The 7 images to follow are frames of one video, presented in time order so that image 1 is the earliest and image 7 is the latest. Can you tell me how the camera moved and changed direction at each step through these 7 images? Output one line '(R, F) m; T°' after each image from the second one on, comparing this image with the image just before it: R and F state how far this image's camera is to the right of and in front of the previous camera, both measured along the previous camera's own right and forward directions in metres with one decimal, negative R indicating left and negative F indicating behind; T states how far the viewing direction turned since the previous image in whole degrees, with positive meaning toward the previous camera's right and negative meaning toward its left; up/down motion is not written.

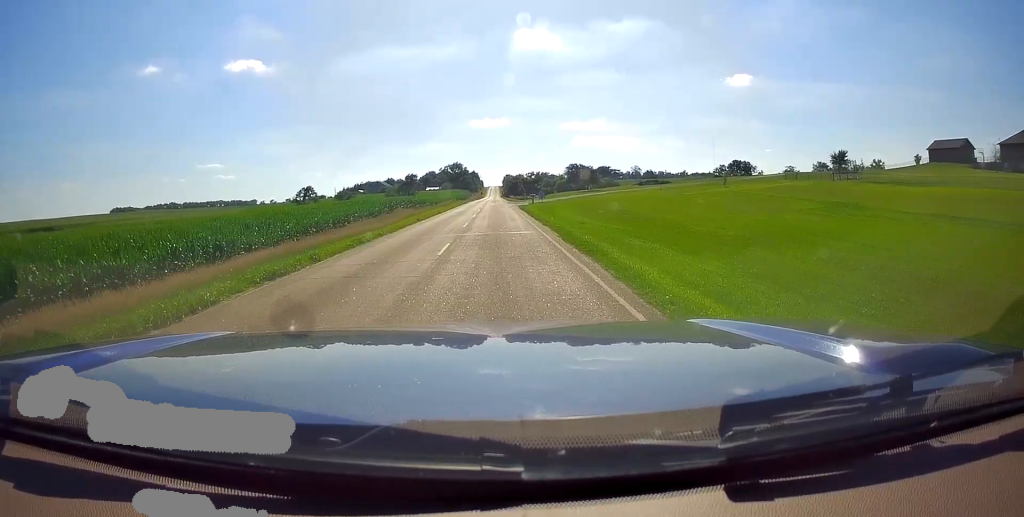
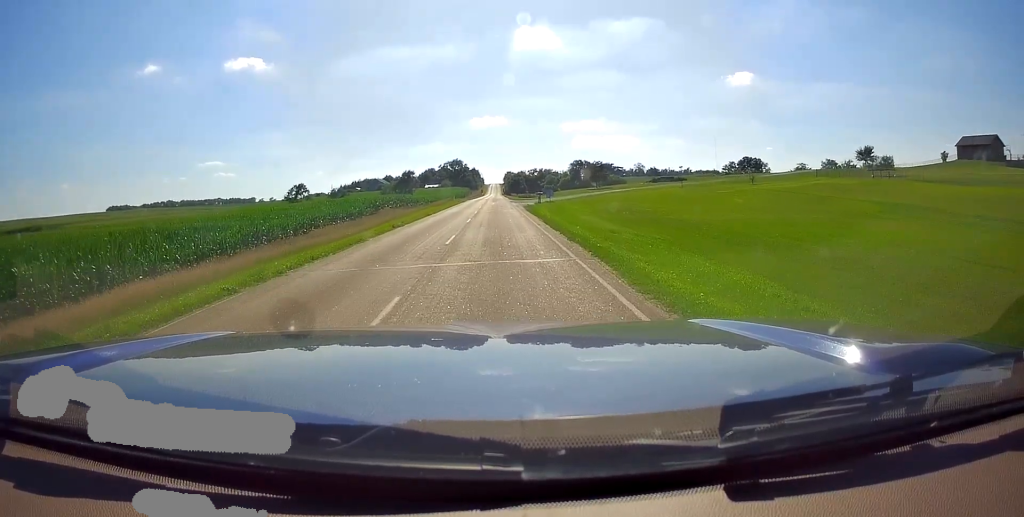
(0.0, +9.4) m; 0°
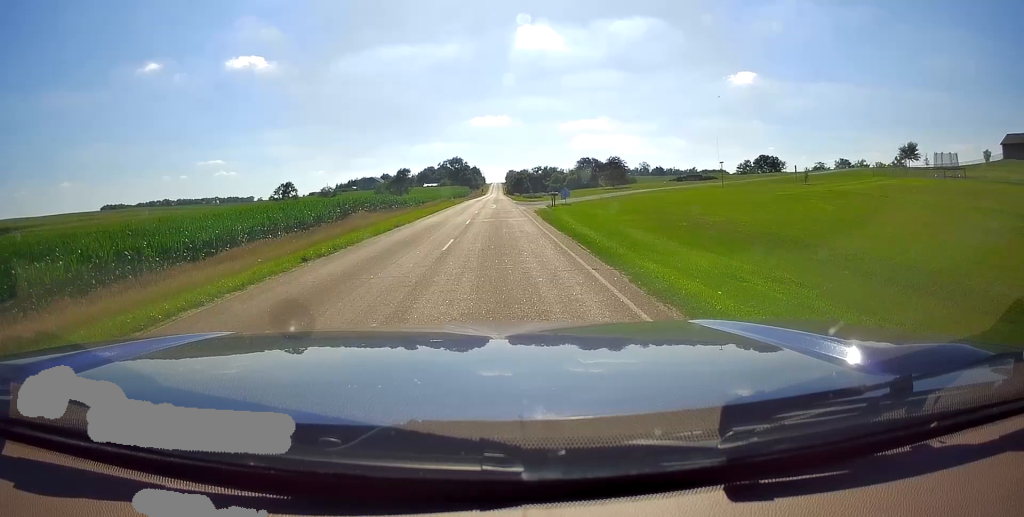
(0.0, +13.4) m; -1°
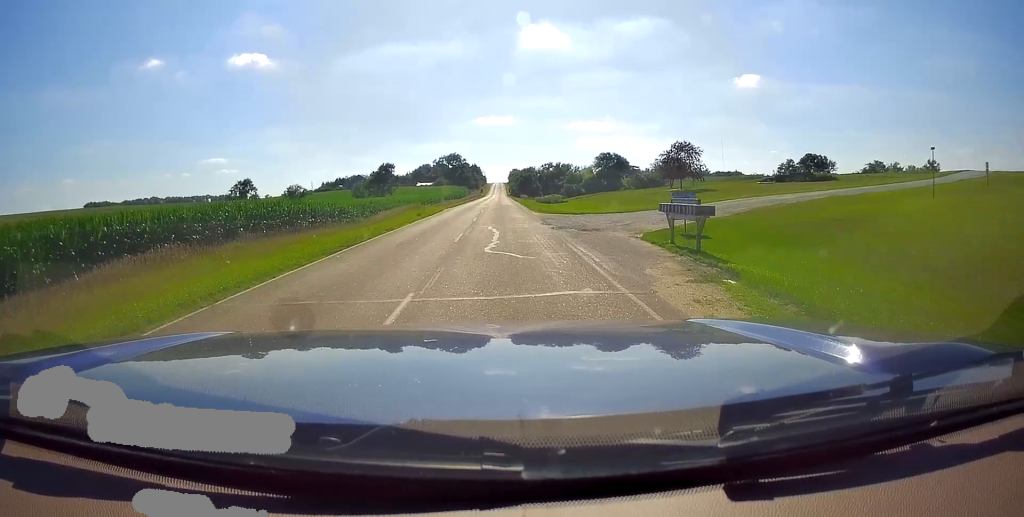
(-0.5, +33.6) m; 0°
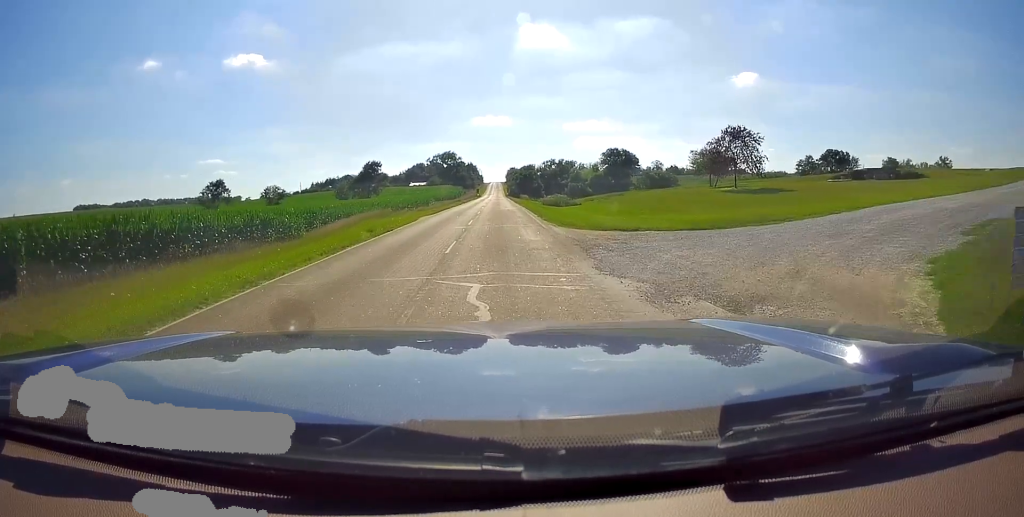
(+0.3, +15.0) m; +1°
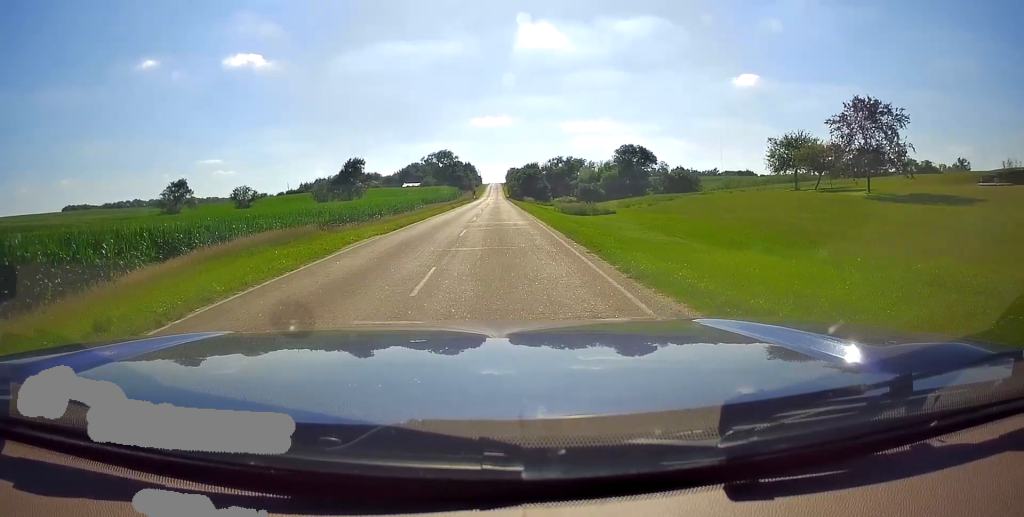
(0.0, +17.8) m; -1°
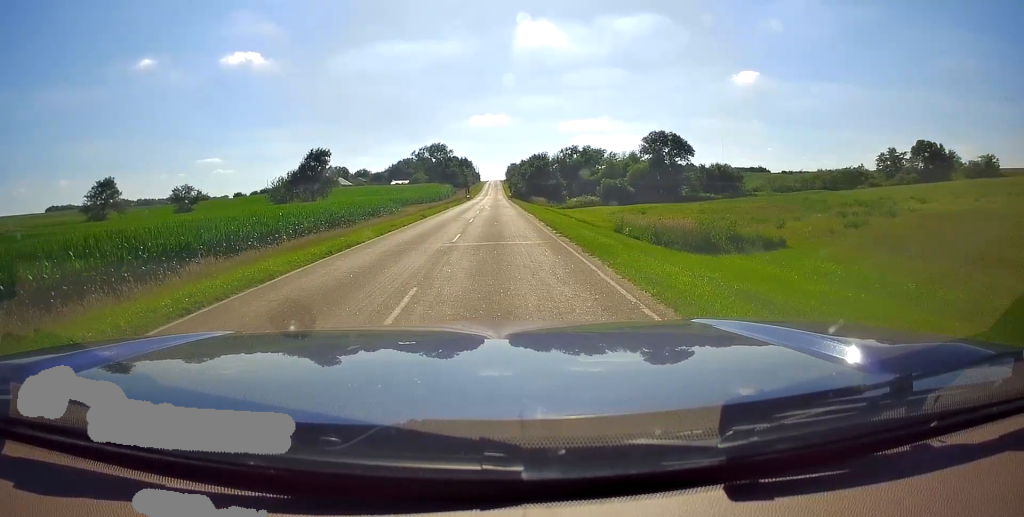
(-0.4, +25.8) m; 0°
